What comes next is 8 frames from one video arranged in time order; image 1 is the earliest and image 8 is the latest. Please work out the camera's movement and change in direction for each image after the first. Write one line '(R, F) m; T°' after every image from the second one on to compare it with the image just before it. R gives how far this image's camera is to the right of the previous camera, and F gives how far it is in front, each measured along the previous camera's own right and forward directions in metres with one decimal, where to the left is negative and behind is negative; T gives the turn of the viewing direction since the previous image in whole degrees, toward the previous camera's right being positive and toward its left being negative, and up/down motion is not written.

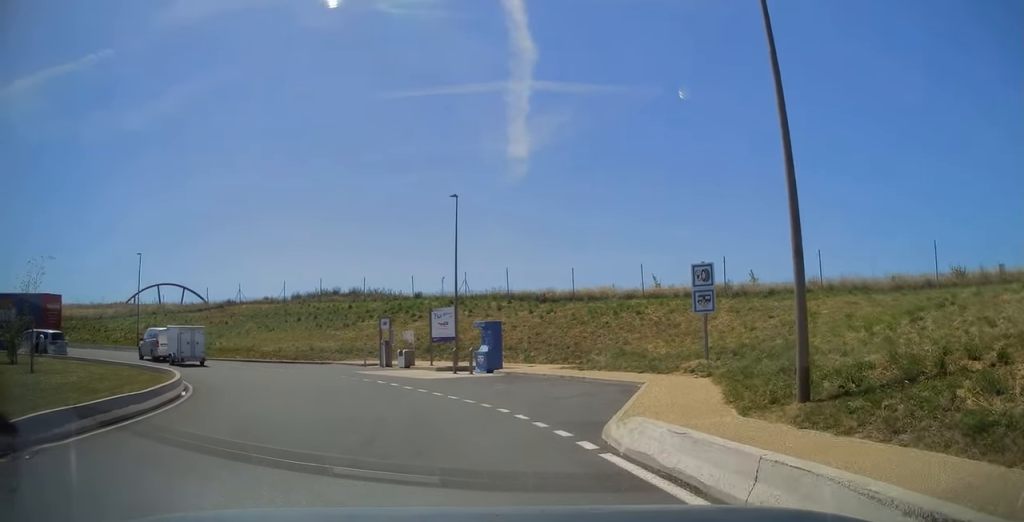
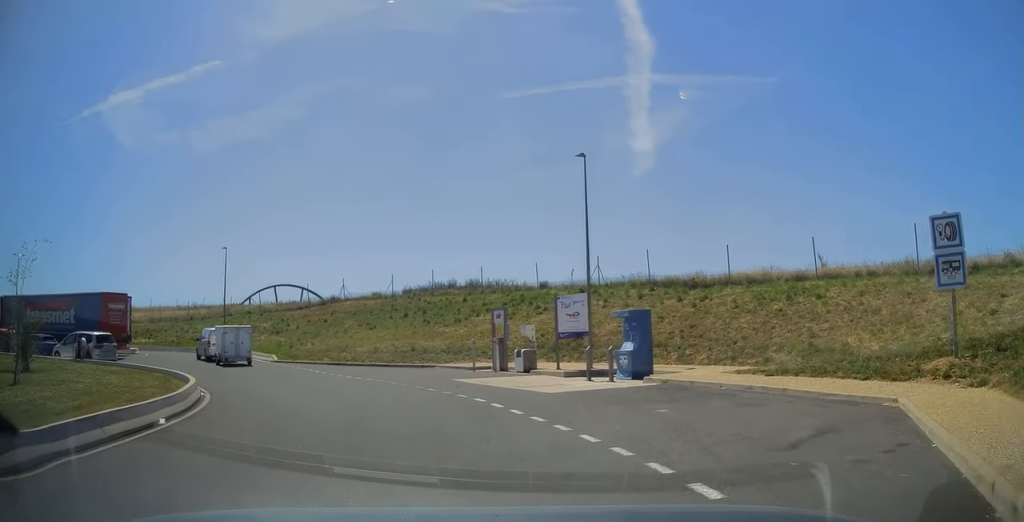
(-0.5, +6.3) m; -12°
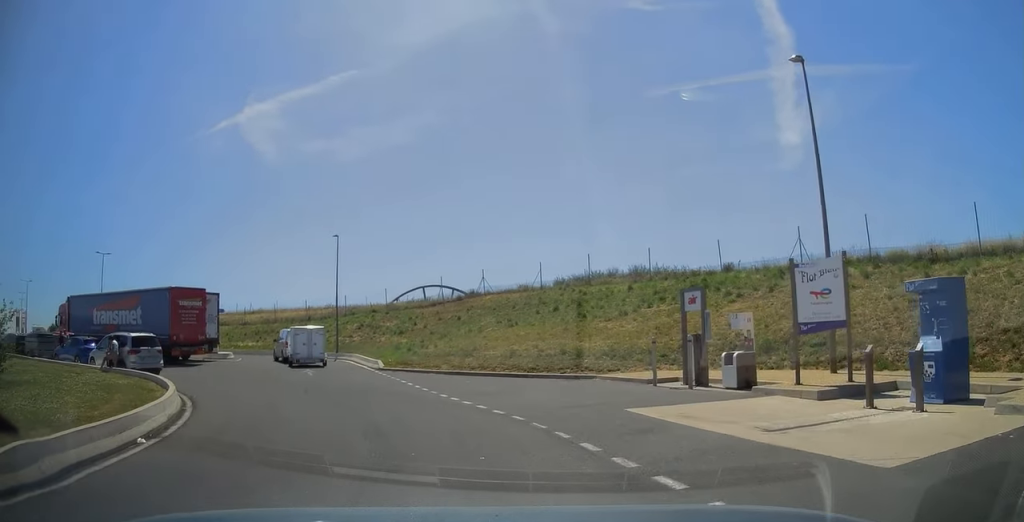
(-1.4, +8.2) m; -16°
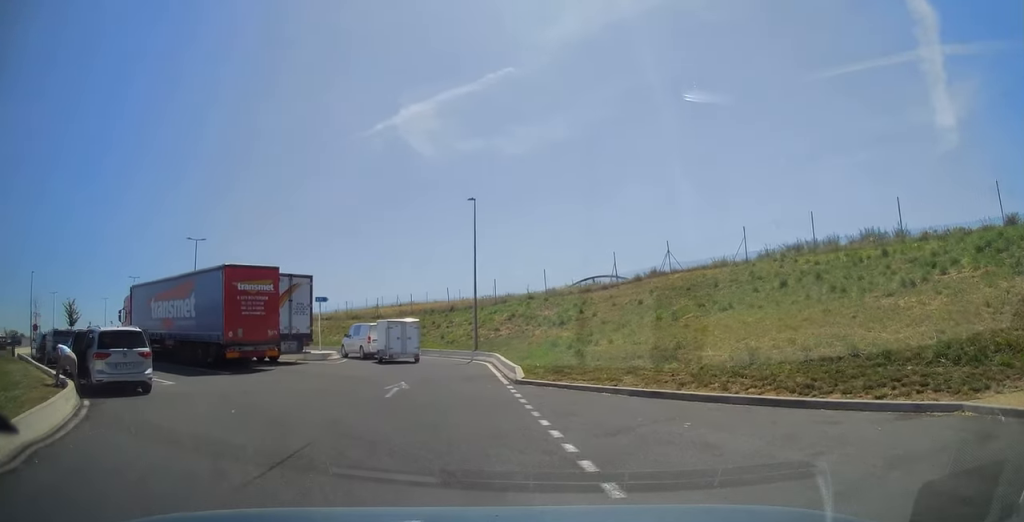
(-1.2, +10.3) m; -14°
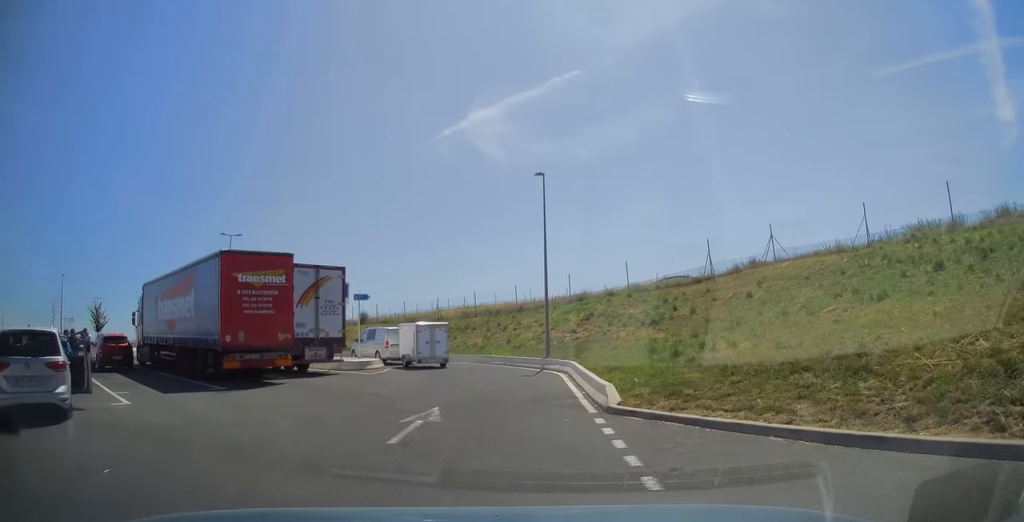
(-0.5, +5.6) m; -7°
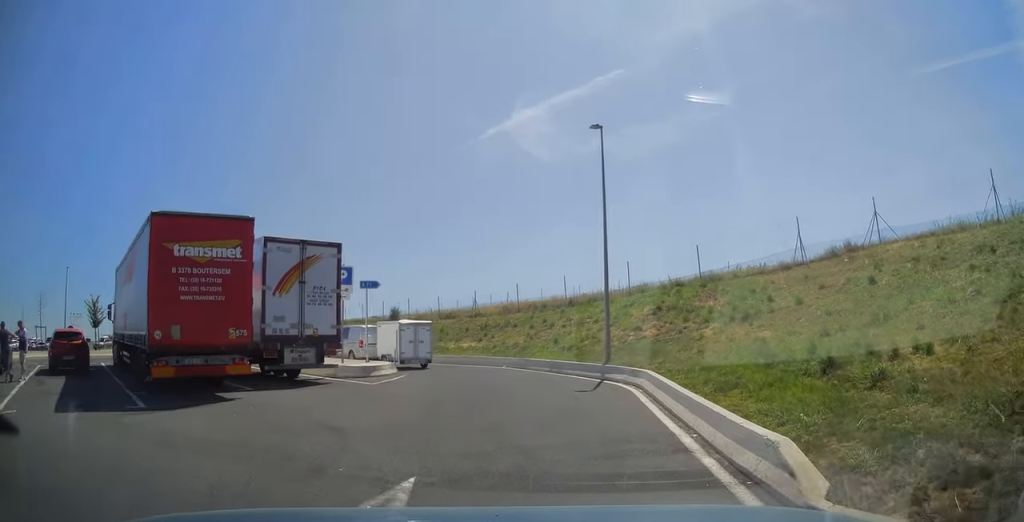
(-0.4, +6.0) m; -5°
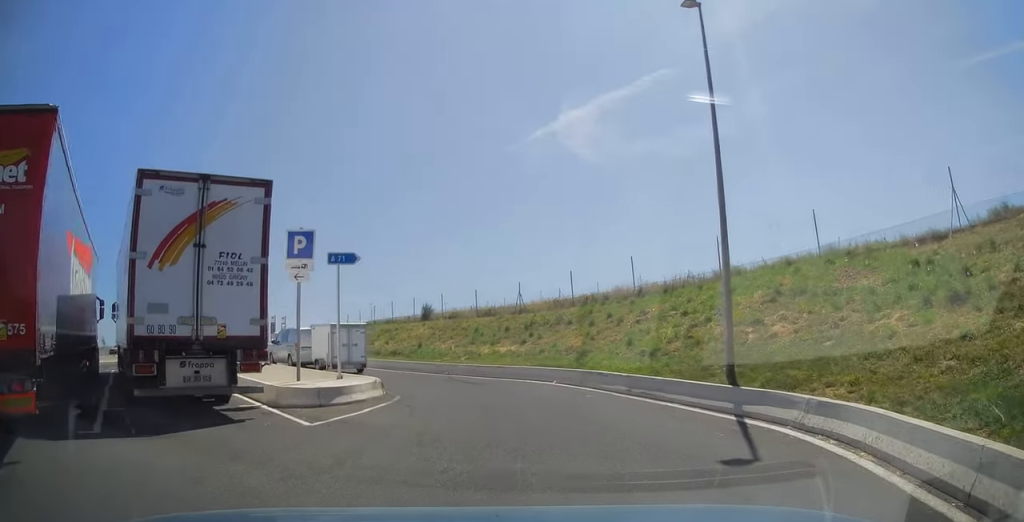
(-0.4, +8.2) m; -7°
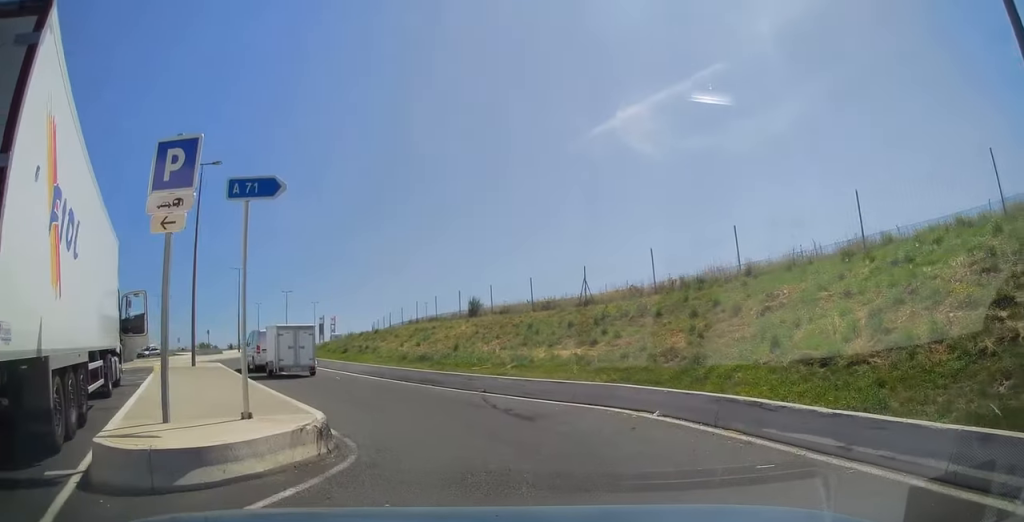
(-0.5, +7.4) m; -7°
